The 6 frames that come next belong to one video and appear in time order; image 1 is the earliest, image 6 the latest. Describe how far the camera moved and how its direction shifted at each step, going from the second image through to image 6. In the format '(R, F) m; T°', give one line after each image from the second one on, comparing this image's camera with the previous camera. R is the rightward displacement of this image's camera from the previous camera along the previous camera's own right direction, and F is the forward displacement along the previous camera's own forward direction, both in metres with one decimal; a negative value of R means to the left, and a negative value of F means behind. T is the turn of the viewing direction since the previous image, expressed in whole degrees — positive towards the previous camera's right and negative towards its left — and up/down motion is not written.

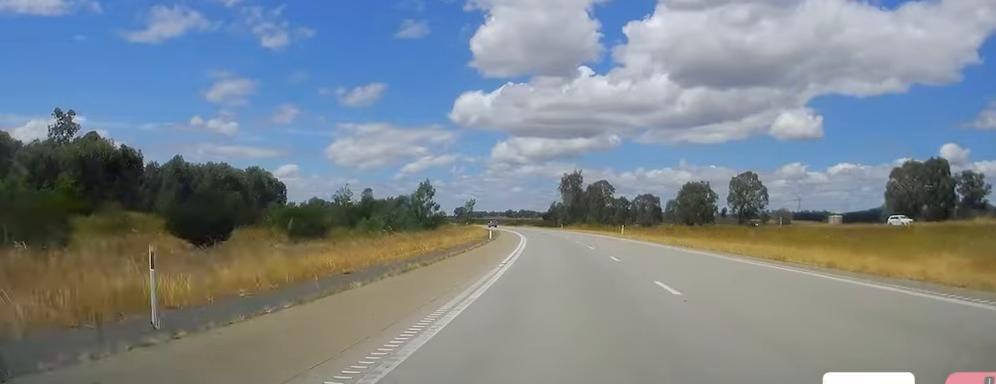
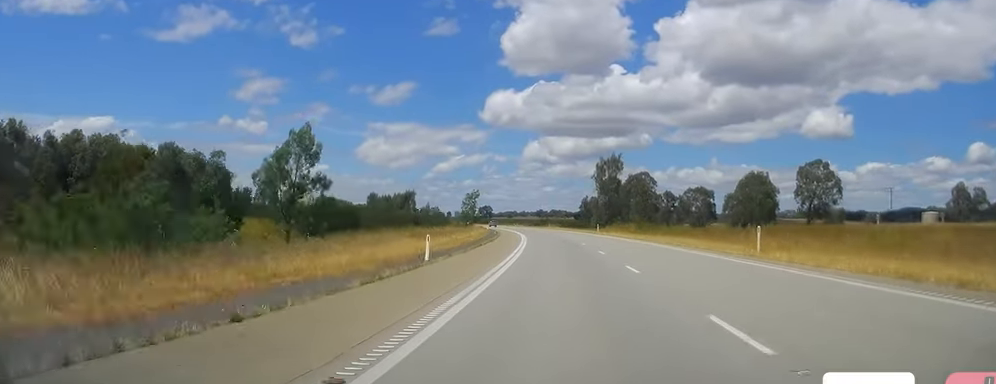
(-0.9, +41.3) m; -3°
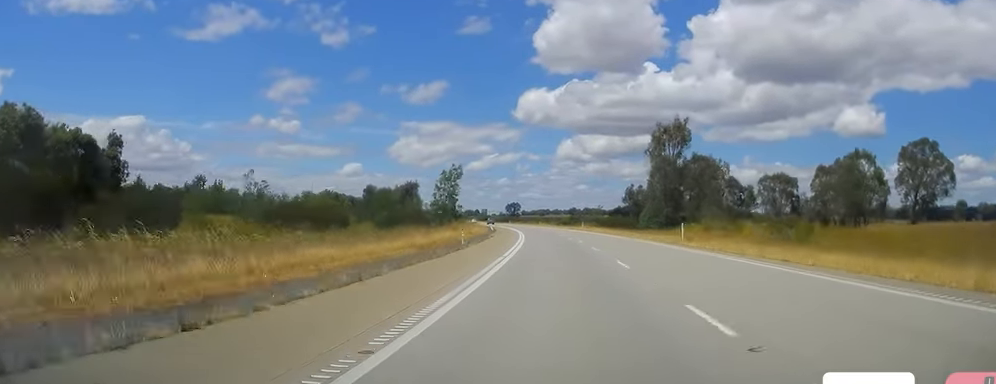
(-1.4, +46.4) m; -2°
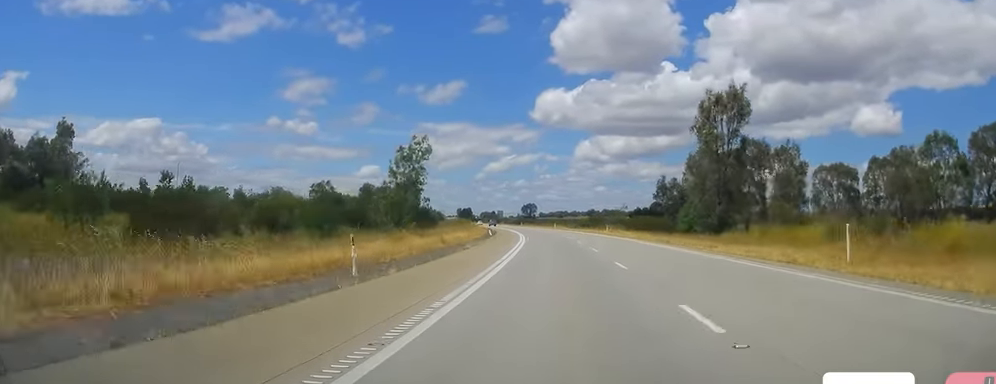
(0.0, +23.3) m; -2°
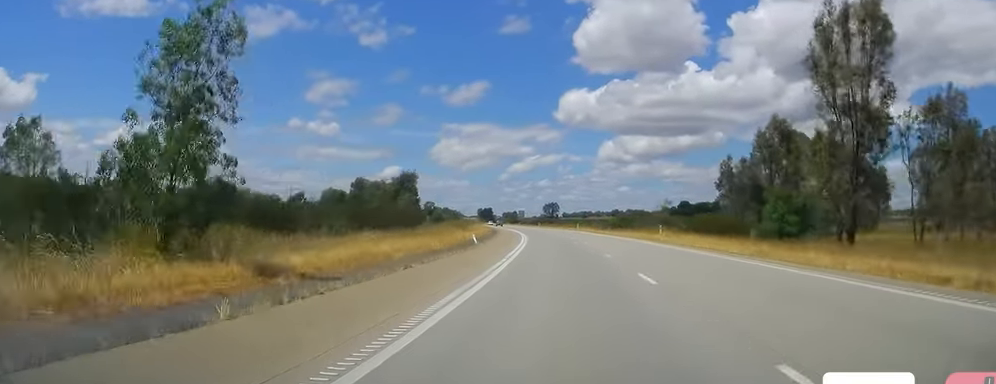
(-0.8, +29.2) m; -1°
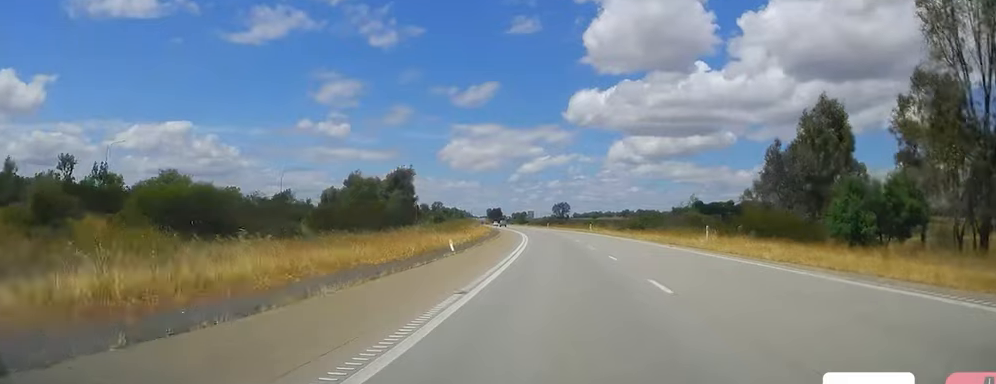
(0.0, +13.6) m; -1°
